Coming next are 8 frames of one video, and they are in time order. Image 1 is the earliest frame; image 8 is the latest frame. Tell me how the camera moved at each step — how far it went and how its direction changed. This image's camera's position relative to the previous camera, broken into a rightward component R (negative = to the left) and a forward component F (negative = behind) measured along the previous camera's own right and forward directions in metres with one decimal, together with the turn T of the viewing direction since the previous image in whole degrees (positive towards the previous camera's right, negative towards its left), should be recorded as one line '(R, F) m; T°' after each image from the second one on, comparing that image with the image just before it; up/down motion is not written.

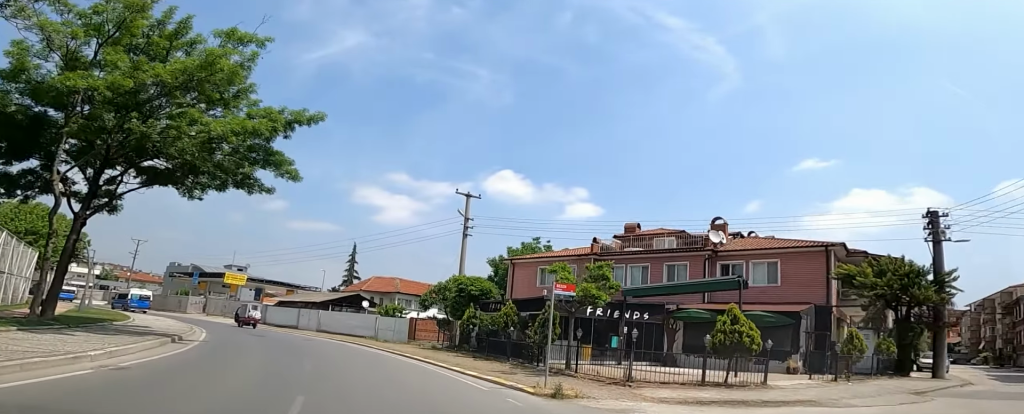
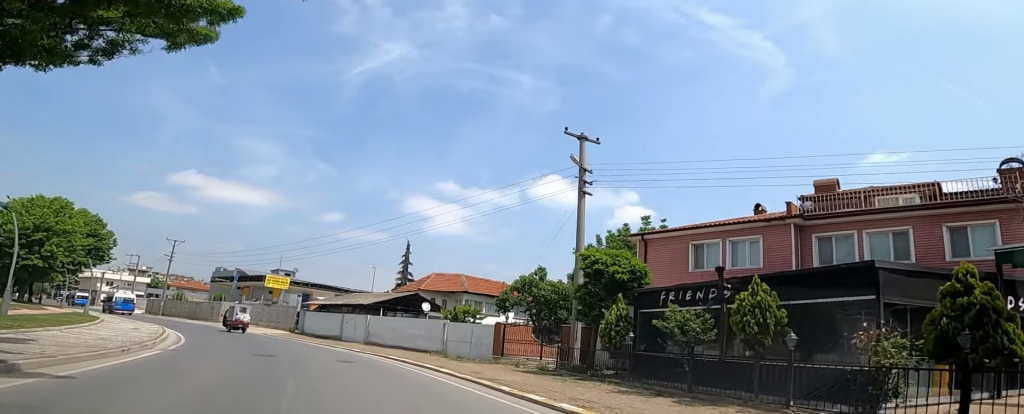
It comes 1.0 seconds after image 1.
(+0.1, +17.5) m; 0°
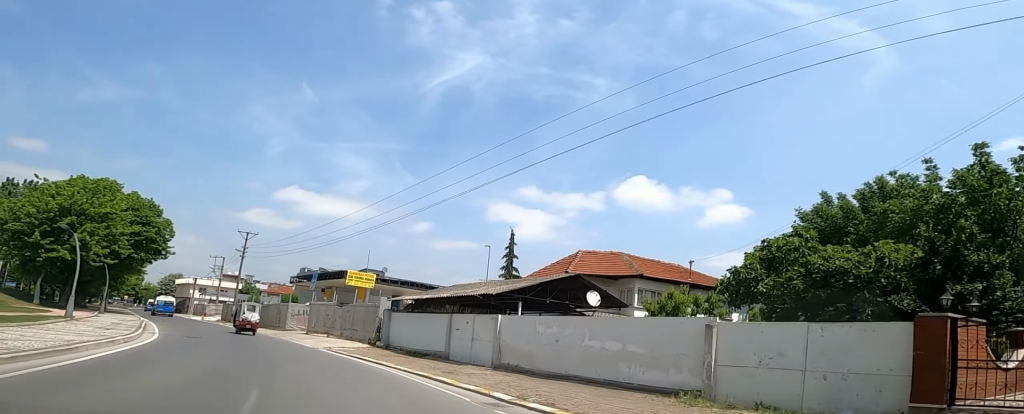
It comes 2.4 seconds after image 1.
(+0.3, +23.1) m; +3°
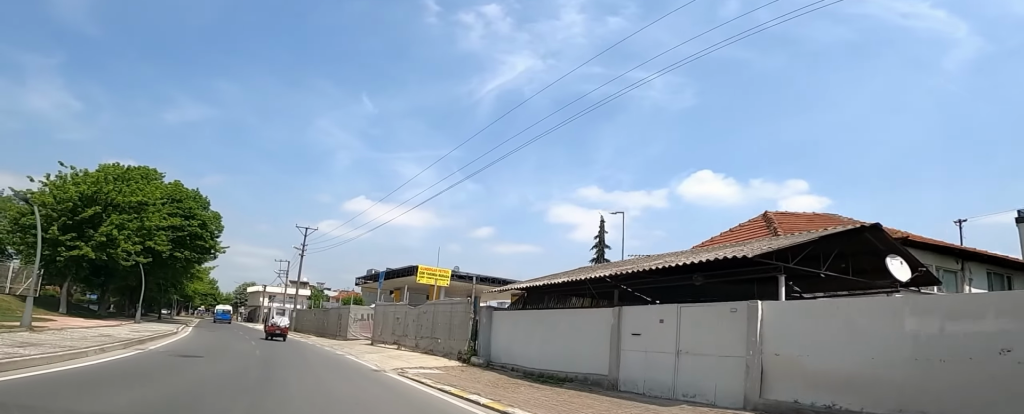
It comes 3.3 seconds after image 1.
(+0.1, +14.0) m; 0°
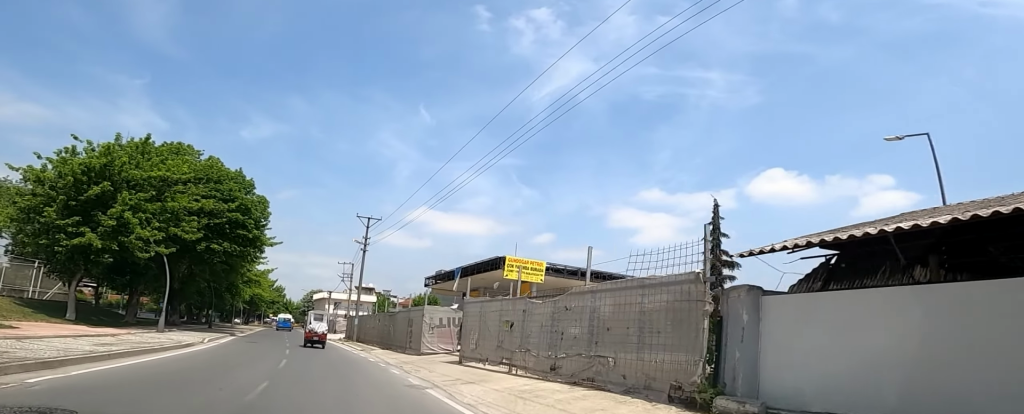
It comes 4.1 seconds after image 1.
(0.0, +13.9) m; -2°
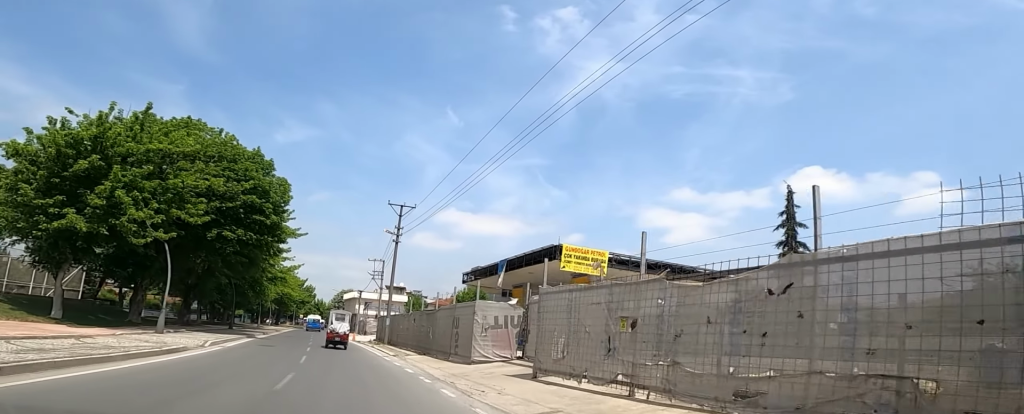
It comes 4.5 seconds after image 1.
(+0.2, +7.3) m; -1°
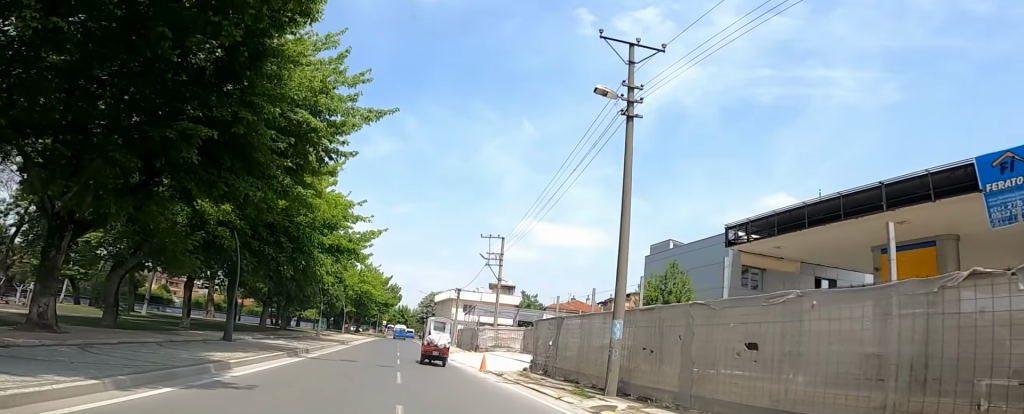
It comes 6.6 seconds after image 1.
(-0.1, +33.7) m; 0°
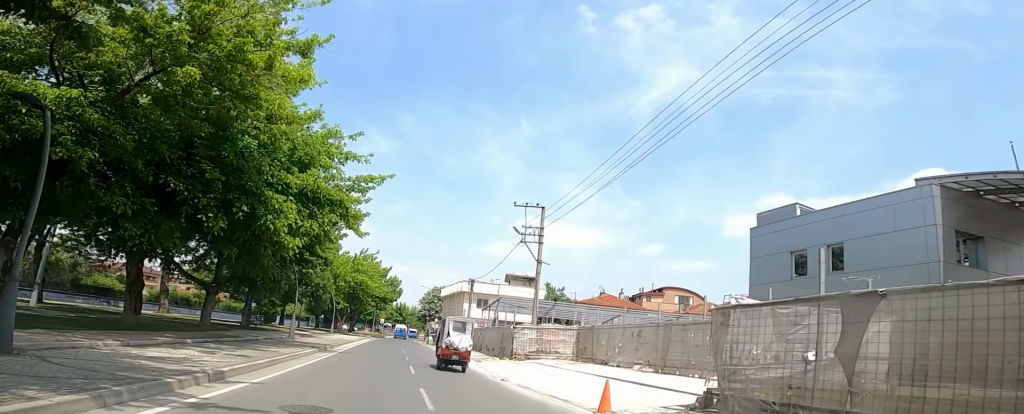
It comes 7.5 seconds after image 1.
(-0.8, +14.8) m; 0°
